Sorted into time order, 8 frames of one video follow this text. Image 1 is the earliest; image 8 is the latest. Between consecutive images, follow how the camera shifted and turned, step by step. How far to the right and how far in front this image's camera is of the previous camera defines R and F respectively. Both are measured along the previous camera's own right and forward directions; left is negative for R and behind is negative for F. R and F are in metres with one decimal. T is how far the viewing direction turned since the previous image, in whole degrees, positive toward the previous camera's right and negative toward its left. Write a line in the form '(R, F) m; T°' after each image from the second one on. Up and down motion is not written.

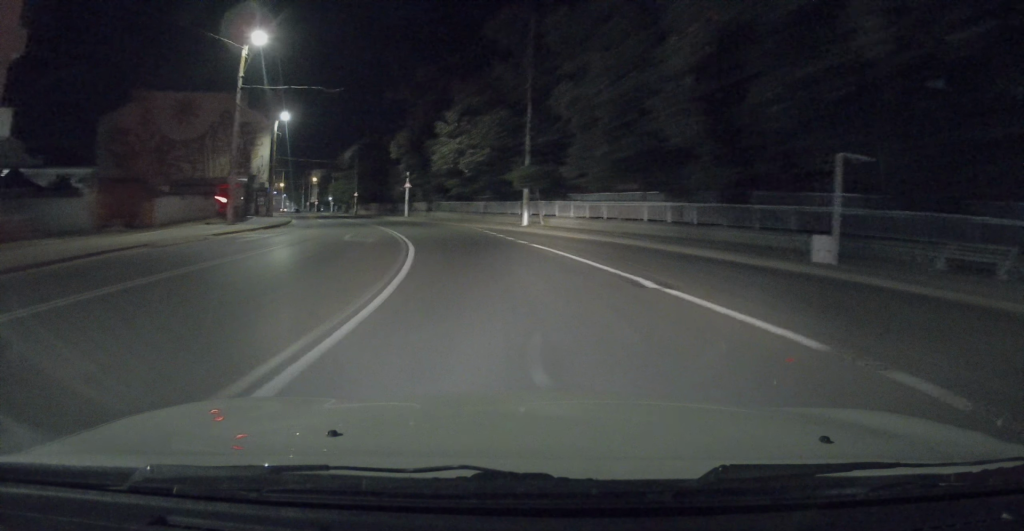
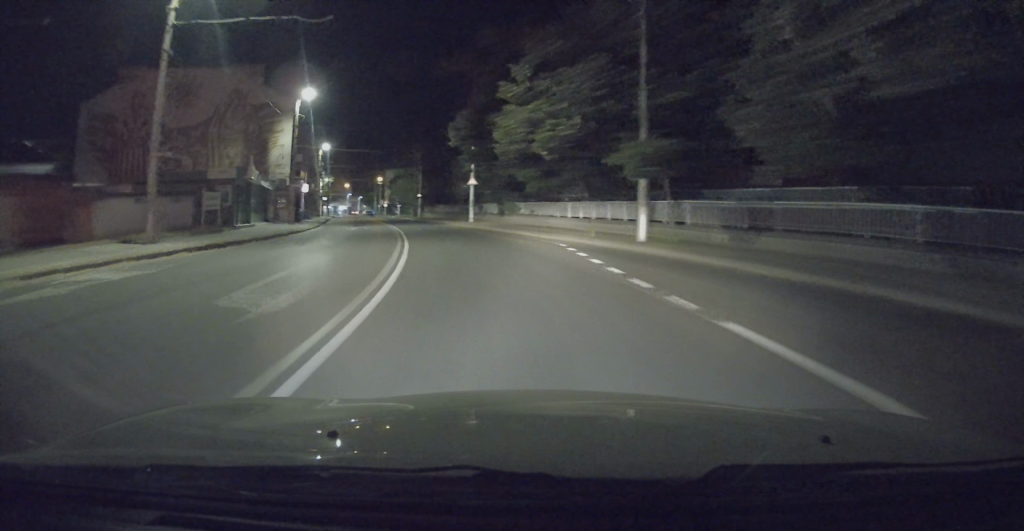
(-1.5, +12.5) m; -12°
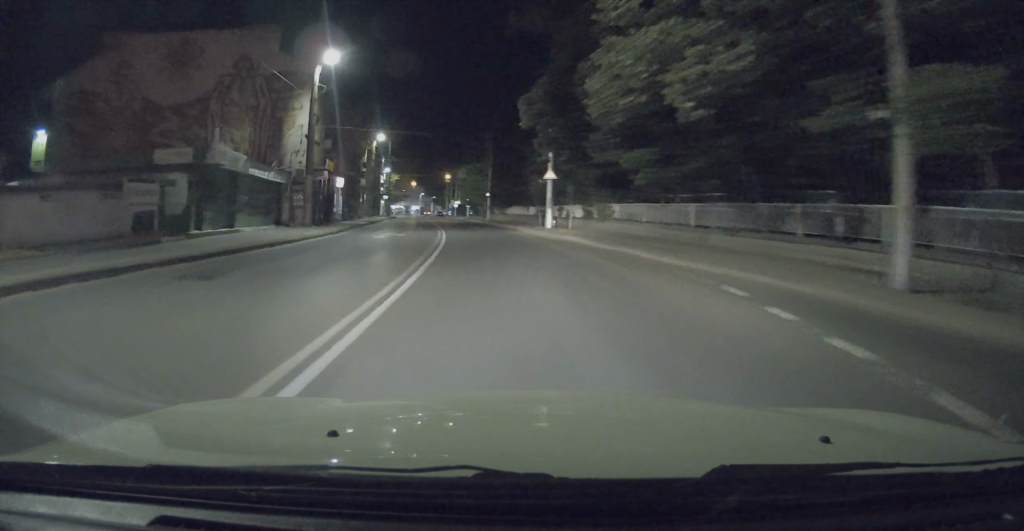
(-0.7, +10.3) m; -2°
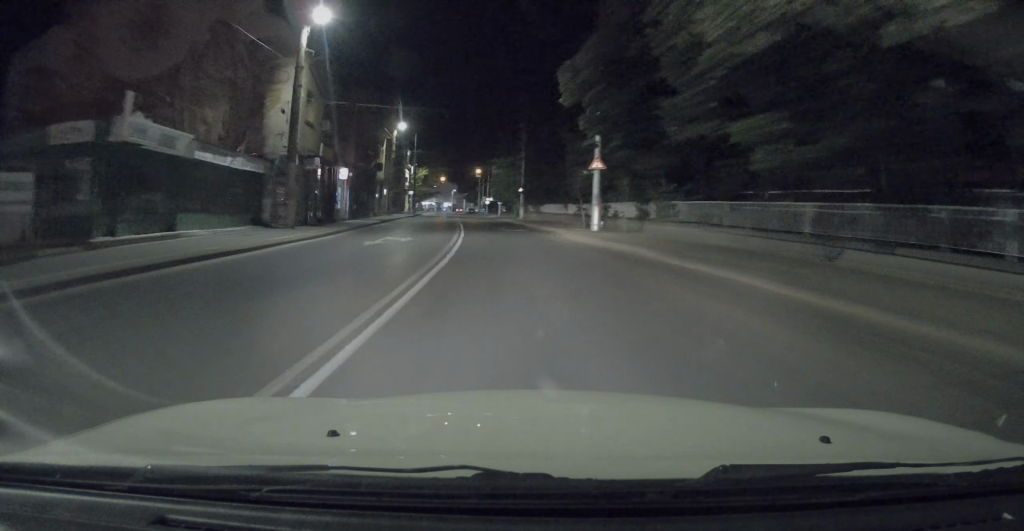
(+0.2, +6.4) m; +1°
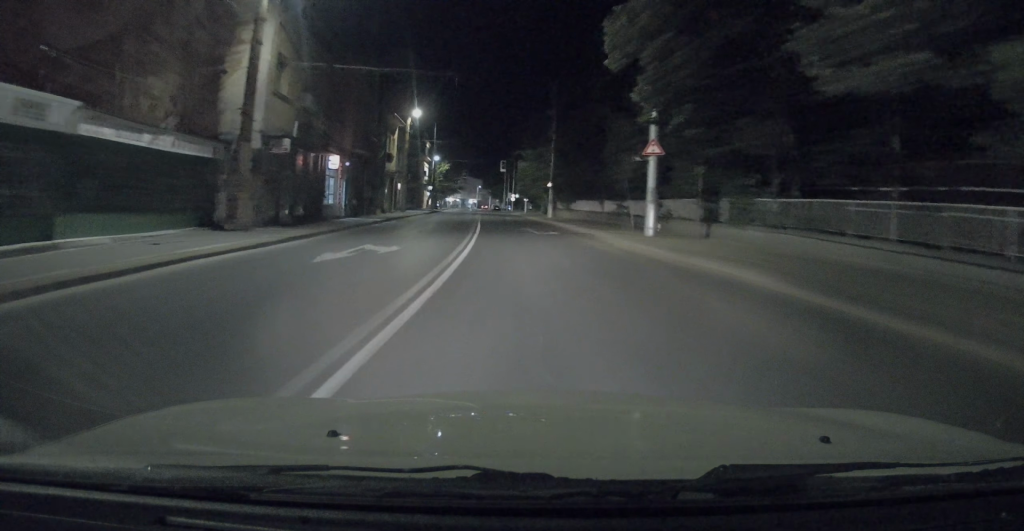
(0.0, +6.2) m; -2°
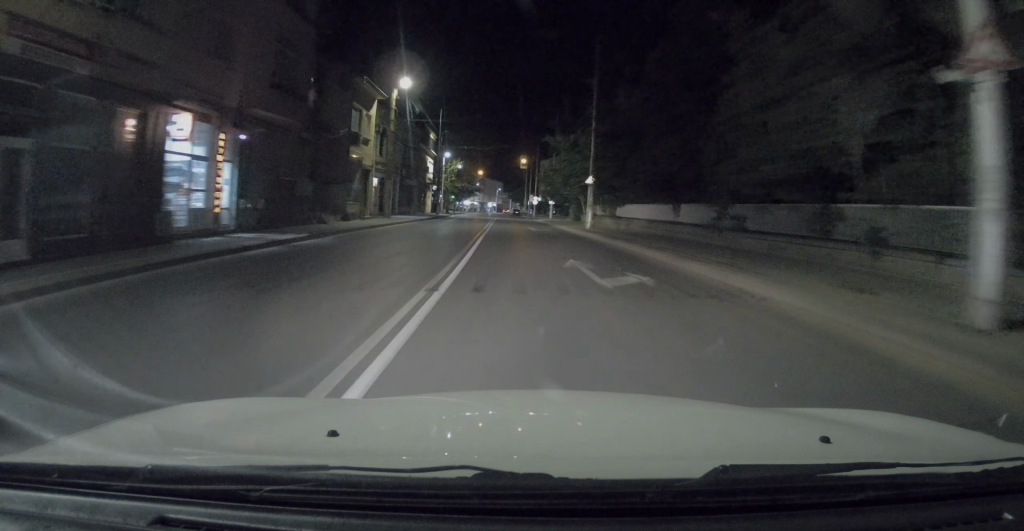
(-0.6, +14.8) m; -3°
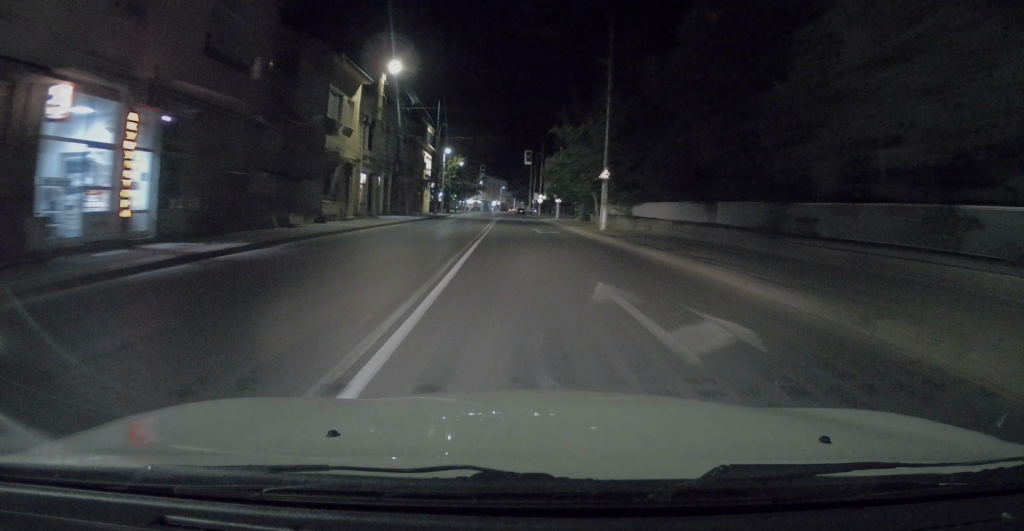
(0.0, +4.5) m; 0°
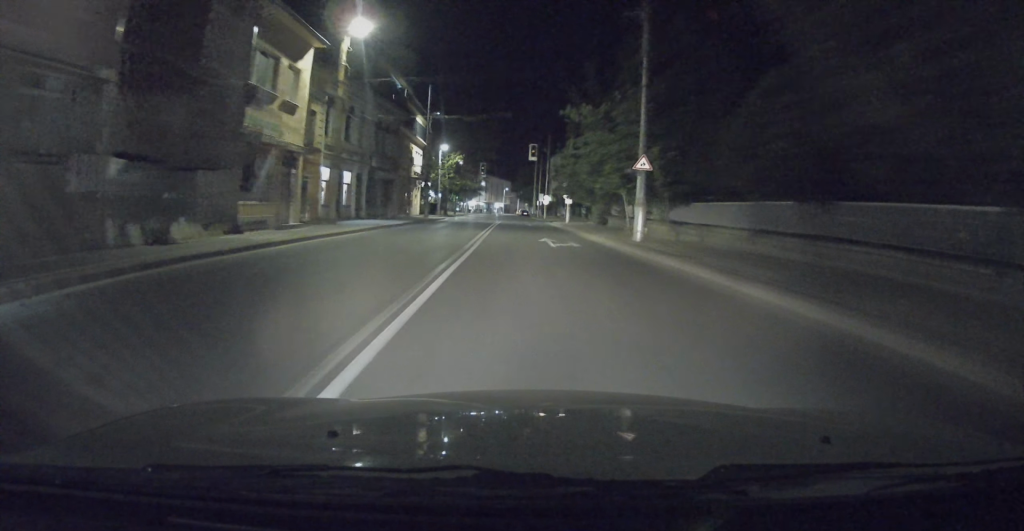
(-0.1, +8.5) m; -2°
